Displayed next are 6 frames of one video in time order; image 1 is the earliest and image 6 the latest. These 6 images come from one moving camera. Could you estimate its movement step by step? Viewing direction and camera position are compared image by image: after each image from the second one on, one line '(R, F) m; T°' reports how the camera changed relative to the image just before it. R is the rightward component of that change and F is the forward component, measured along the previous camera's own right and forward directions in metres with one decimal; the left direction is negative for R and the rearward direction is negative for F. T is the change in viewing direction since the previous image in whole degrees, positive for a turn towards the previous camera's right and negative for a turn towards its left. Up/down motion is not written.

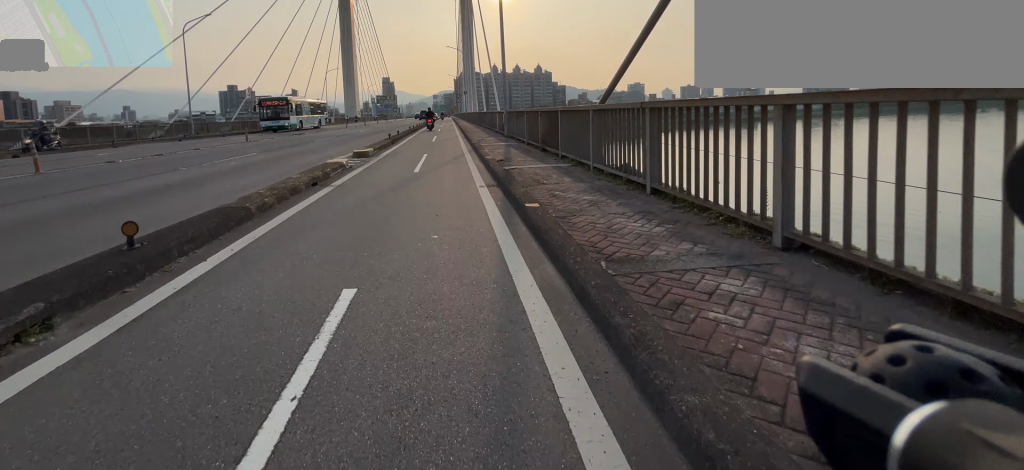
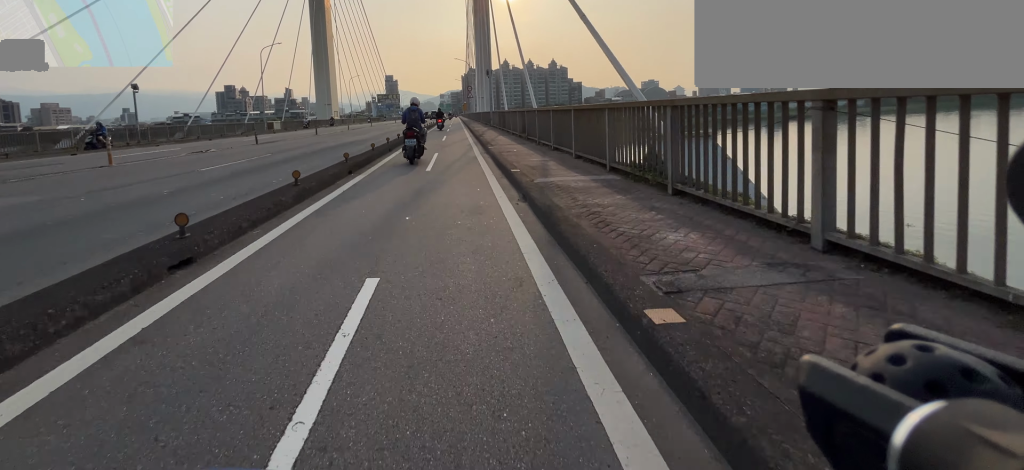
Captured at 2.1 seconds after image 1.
(-0.4, +29.2) m; -1°
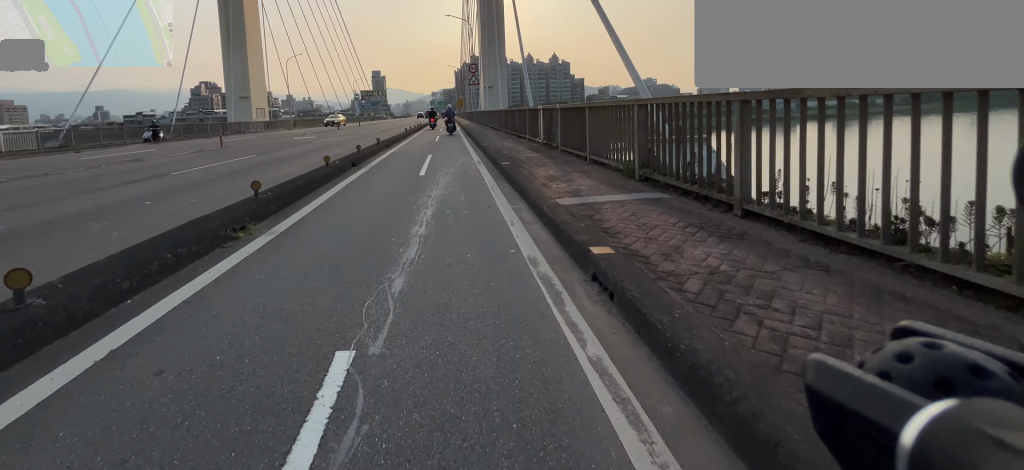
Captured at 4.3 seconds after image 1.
(+0.1, +31.0) m; 0°
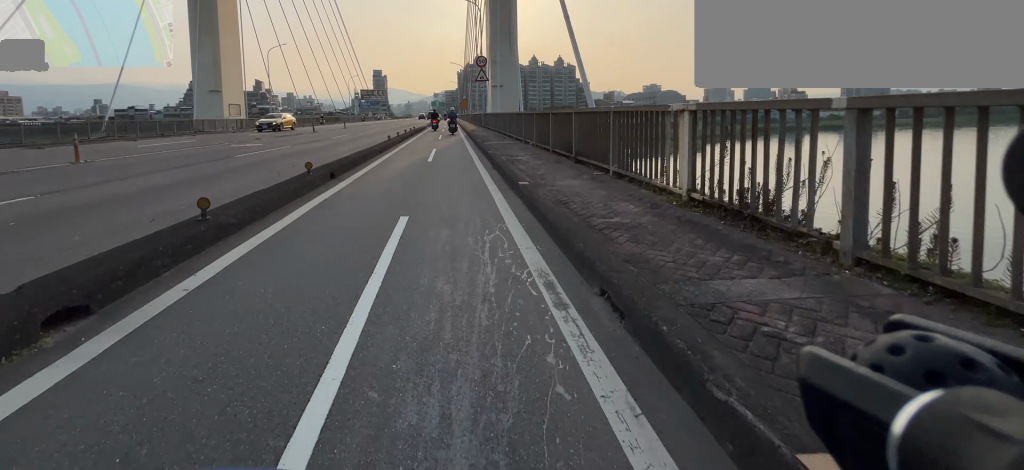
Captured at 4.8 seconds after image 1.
(0.0, +7.1) m; 0°
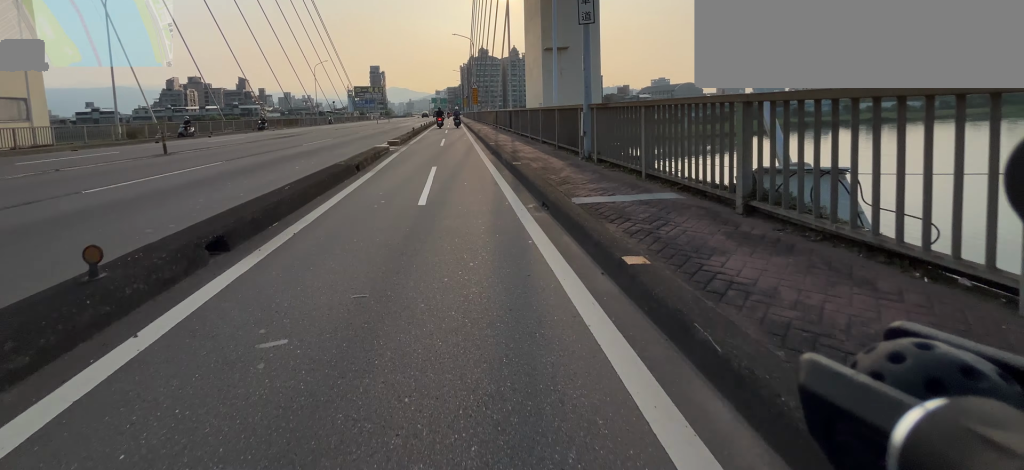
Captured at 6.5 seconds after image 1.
(+0.1, +25.5) m; 0°
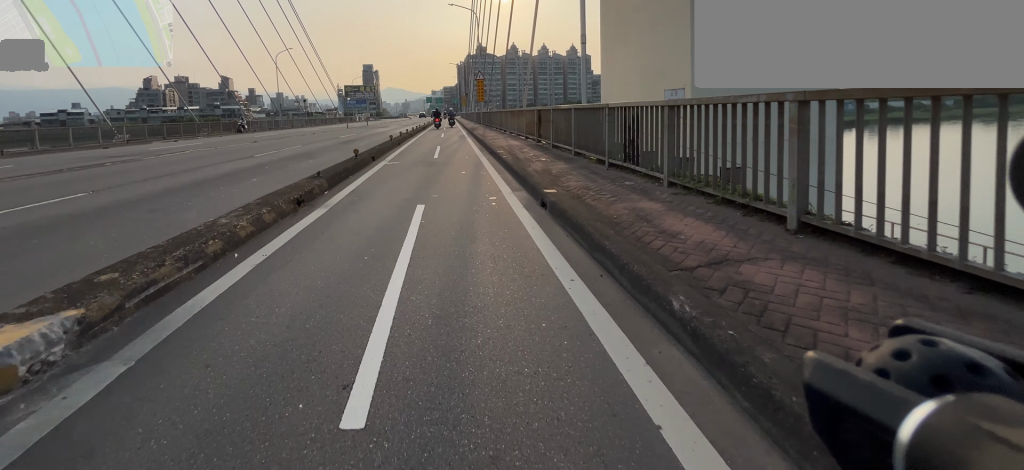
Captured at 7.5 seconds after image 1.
(0.0, +13.8) m; 0°
